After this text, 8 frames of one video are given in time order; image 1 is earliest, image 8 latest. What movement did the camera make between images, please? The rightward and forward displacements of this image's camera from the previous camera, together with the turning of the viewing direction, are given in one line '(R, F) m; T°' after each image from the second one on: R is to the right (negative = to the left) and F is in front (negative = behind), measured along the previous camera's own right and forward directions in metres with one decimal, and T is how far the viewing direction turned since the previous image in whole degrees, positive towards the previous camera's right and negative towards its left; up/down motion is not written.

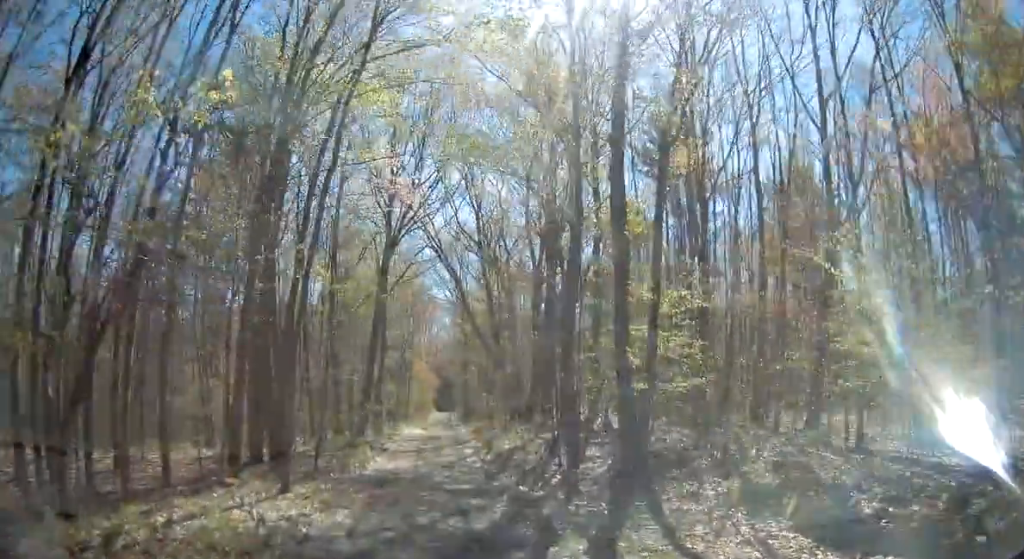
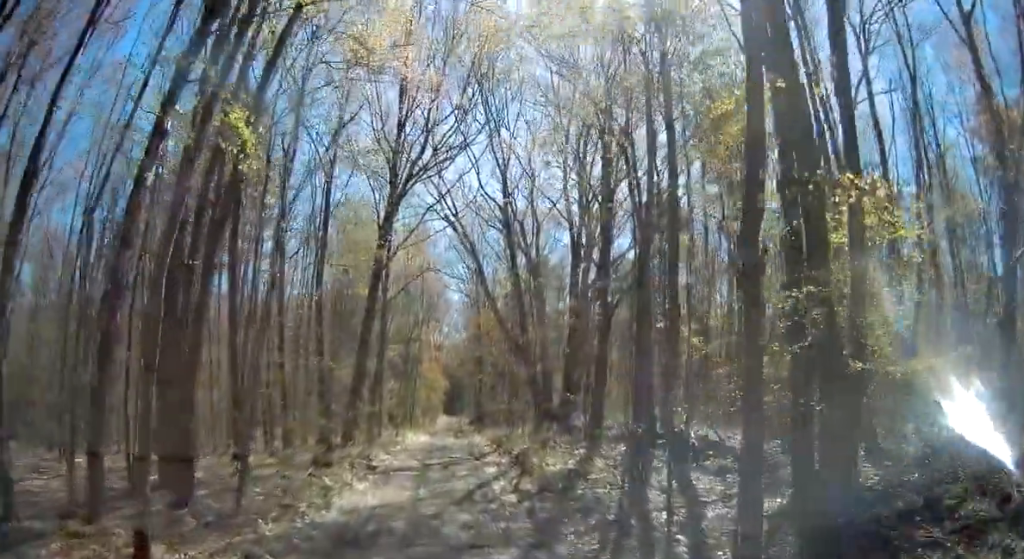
(-0.4, +7.4) m; -9°
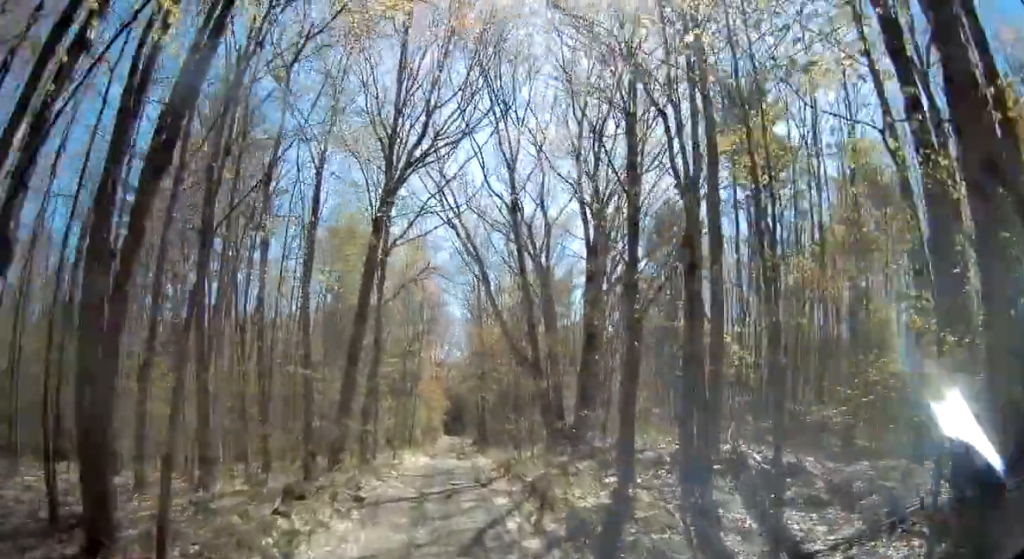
(-0.1, +3.2) m; 0°
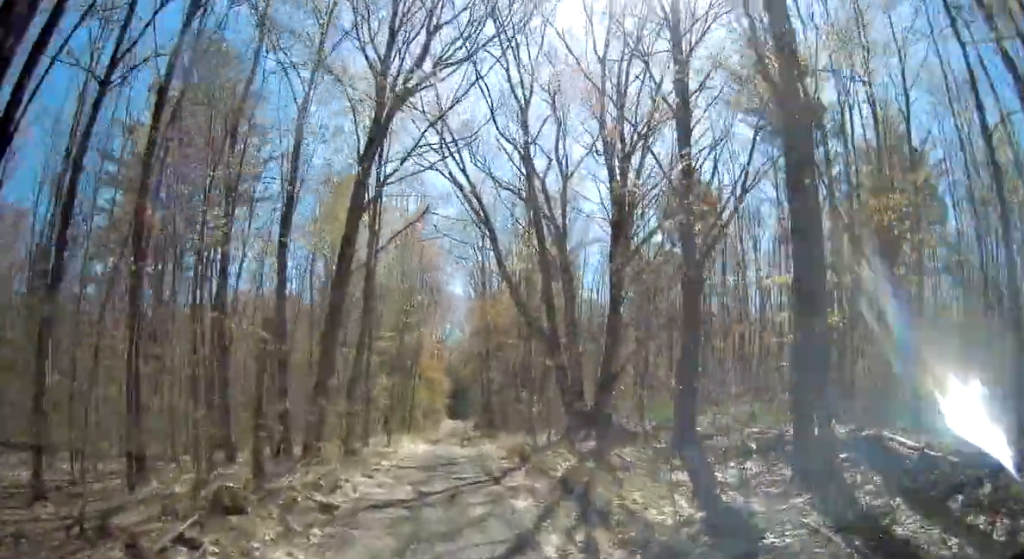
(+0.3, +4.4) m; +4°
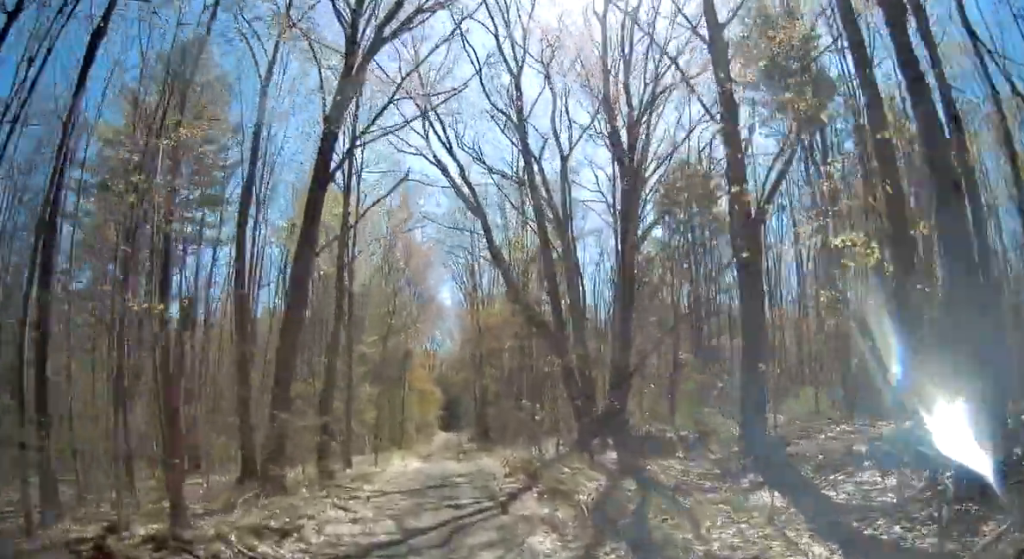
(0.0, +3.4) m; 0°
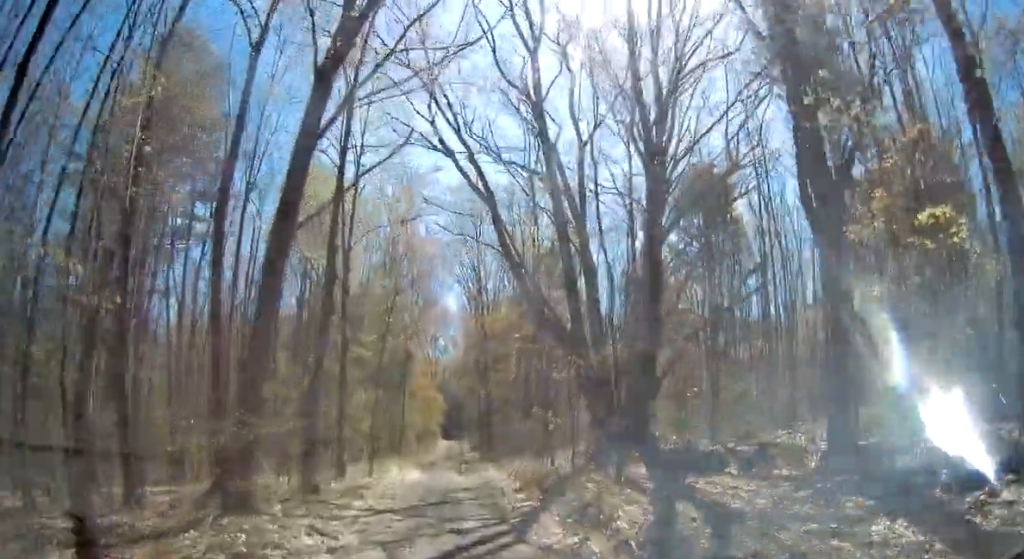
(0.0, +2.4) m; -6°
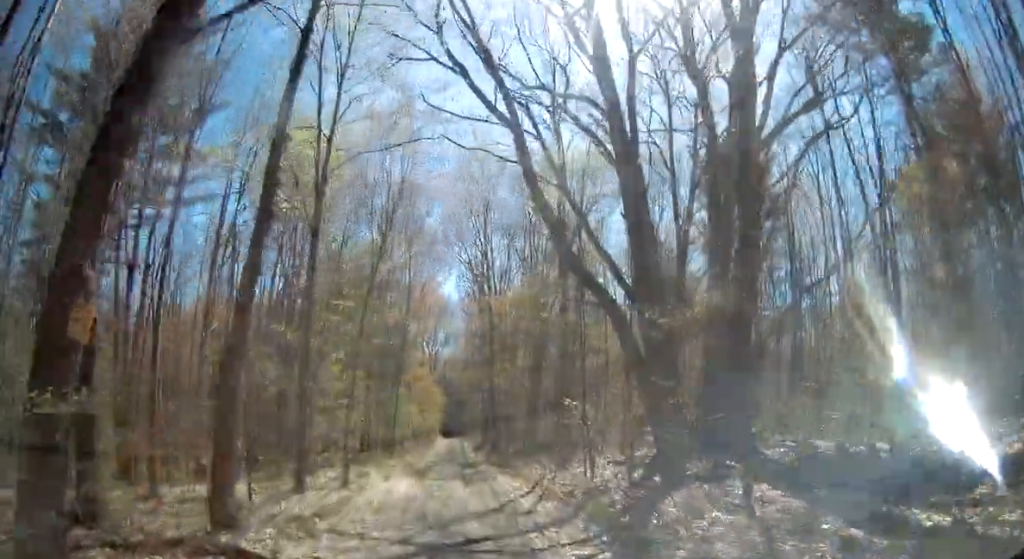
(-0.7, +5.7) m; -22°
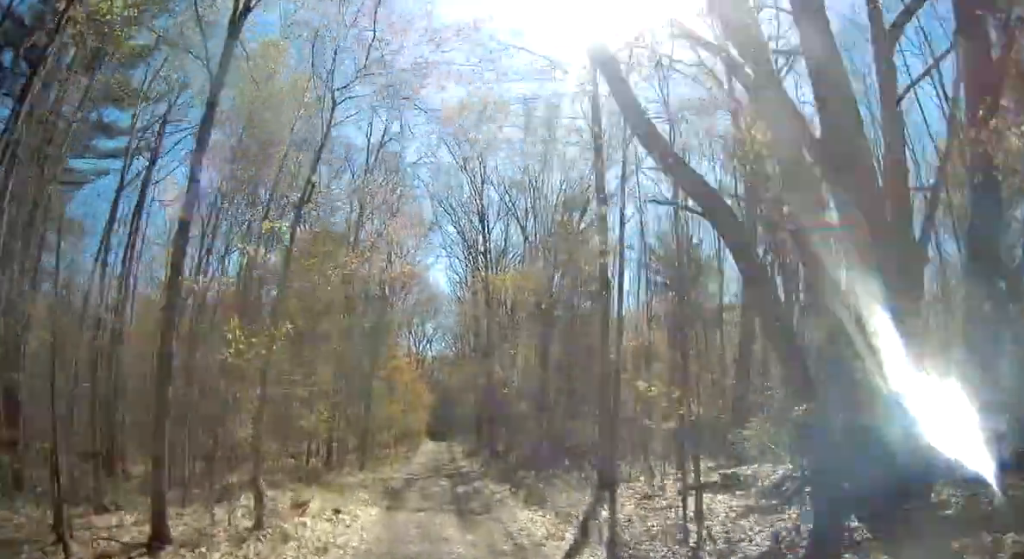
(-1.6, +8.2) m; +12°
